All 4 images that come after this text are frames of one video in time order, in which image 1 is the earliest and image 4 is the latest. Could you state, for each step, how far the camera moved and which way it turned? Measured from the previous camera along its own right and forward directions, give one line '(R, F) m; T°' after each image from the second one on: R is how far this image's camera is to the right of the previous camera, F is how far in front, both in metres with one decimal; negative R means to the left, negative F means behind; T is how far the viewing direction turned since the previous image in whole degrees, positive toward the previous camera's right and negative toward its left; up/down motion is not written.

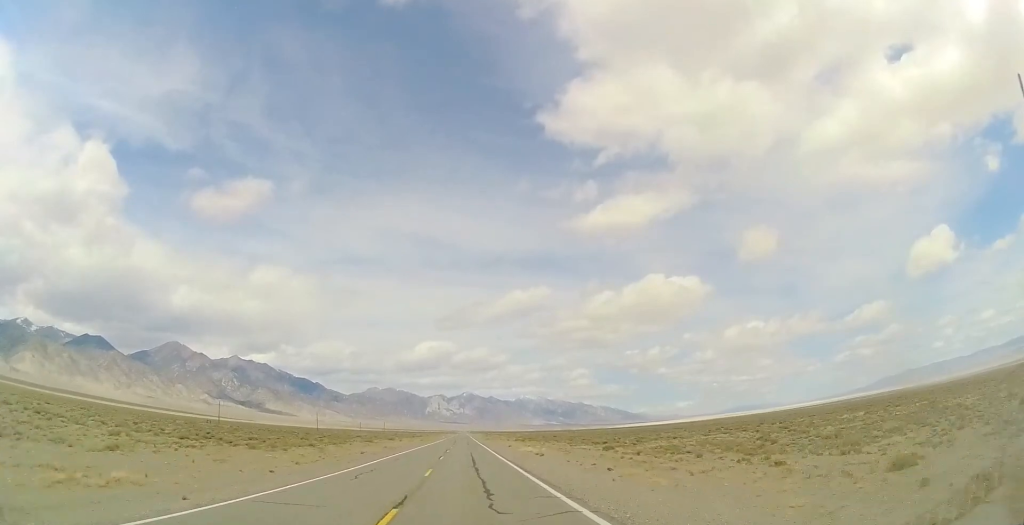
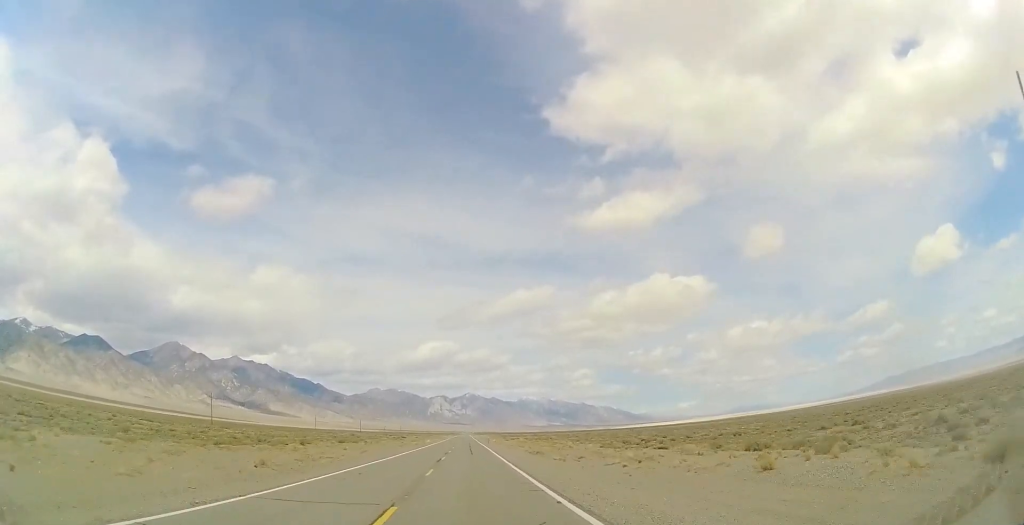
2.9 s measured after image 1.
(+0.1, +96.9) m; 0°
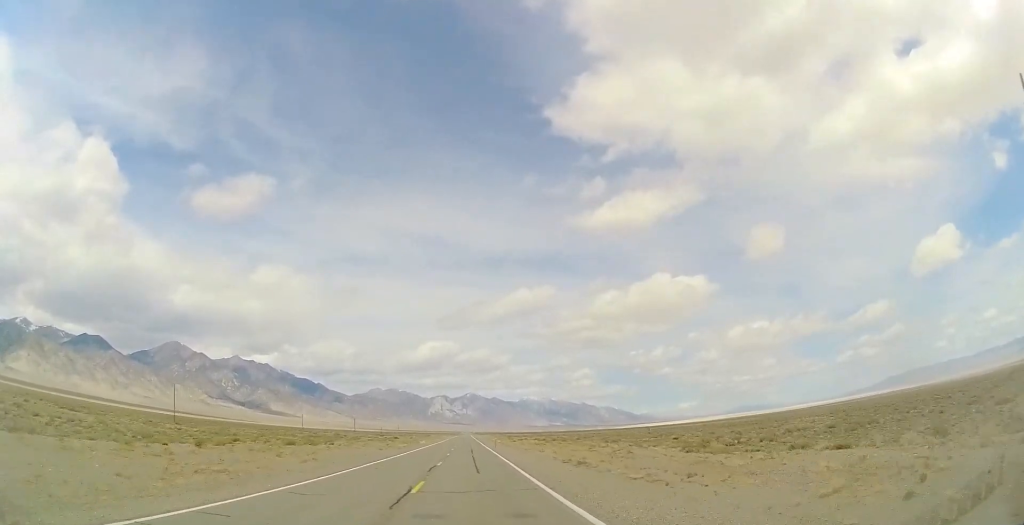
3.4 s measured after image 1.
(0.0, +18.3) m; 0°
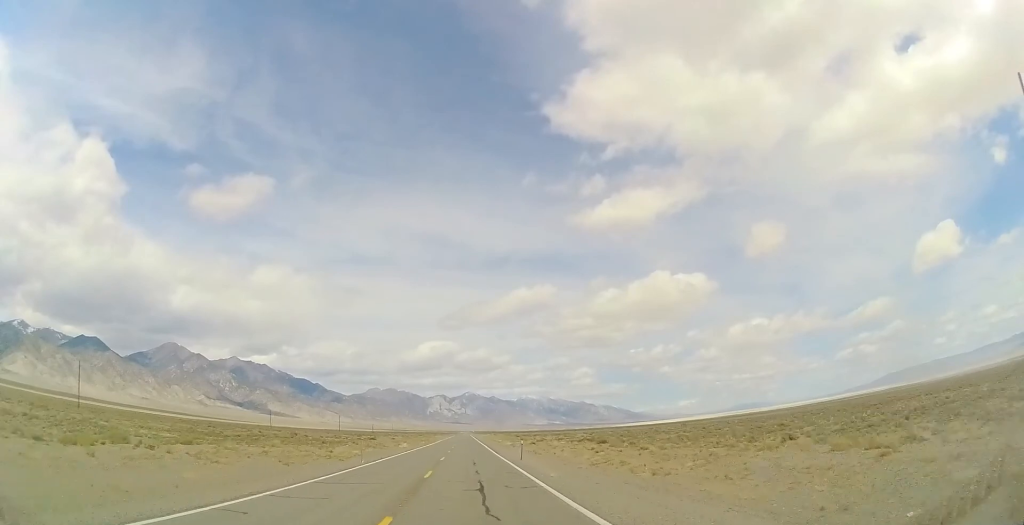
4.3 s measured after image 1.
(0.0, +32.0) m; 0°
